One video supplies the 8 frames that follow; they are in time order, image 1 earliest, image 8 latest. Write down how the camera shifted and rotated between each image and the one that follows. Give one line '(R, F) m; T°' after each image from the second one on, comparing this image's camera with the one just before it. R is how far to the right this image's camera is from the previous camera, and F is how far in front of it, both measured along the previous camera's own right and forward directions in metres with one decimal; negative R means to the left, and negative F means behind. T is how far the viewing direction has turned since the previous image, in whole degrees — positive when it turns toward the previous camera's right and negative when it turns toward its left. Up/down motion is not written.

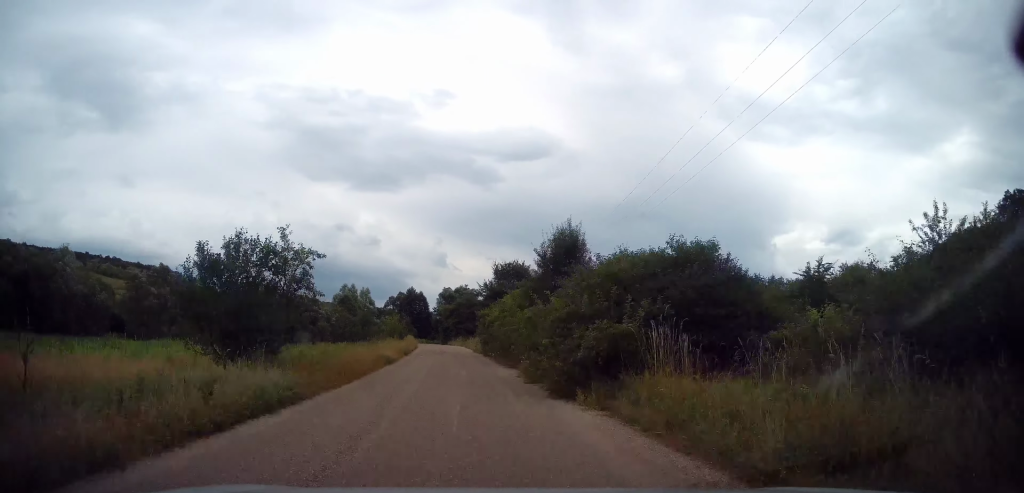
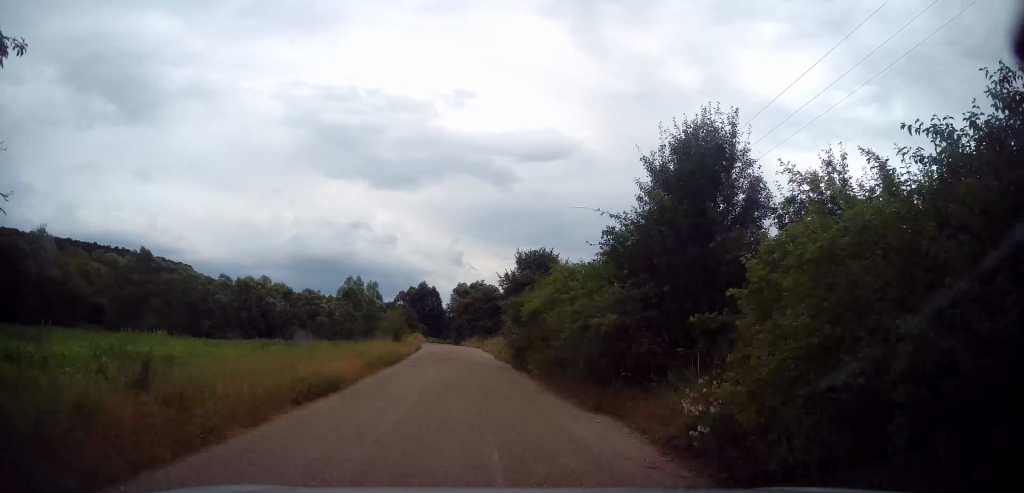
(0.0, +10.1) m; -4°
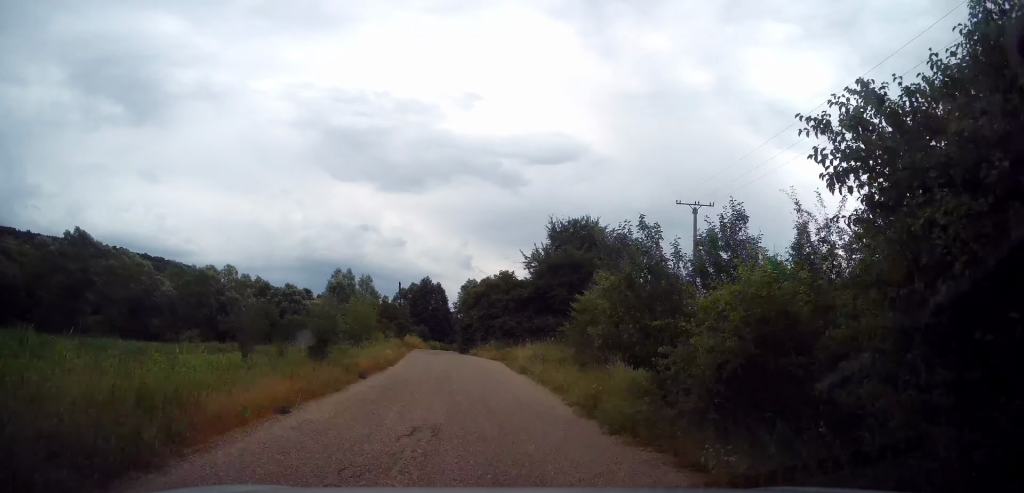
(-1.5, +17.5) m; -9°
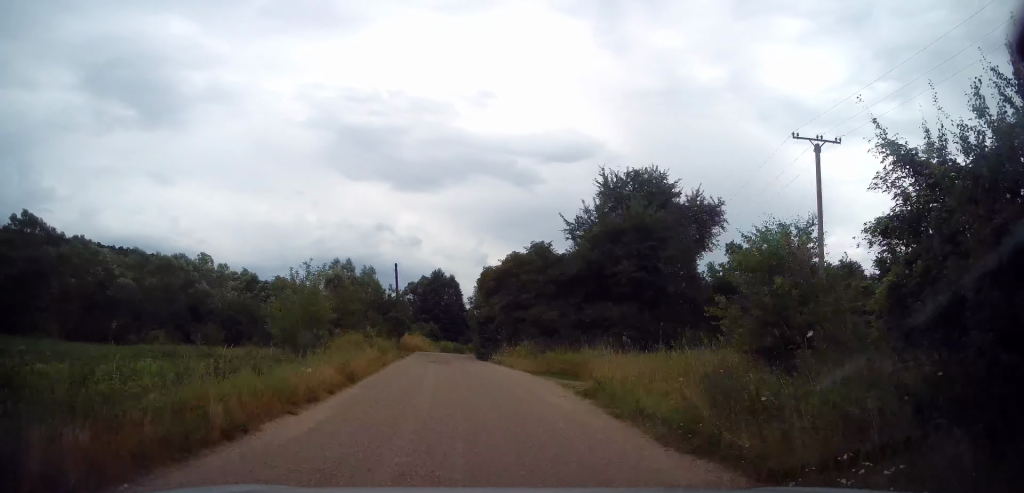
(-0.8, +14.1) m; -3°
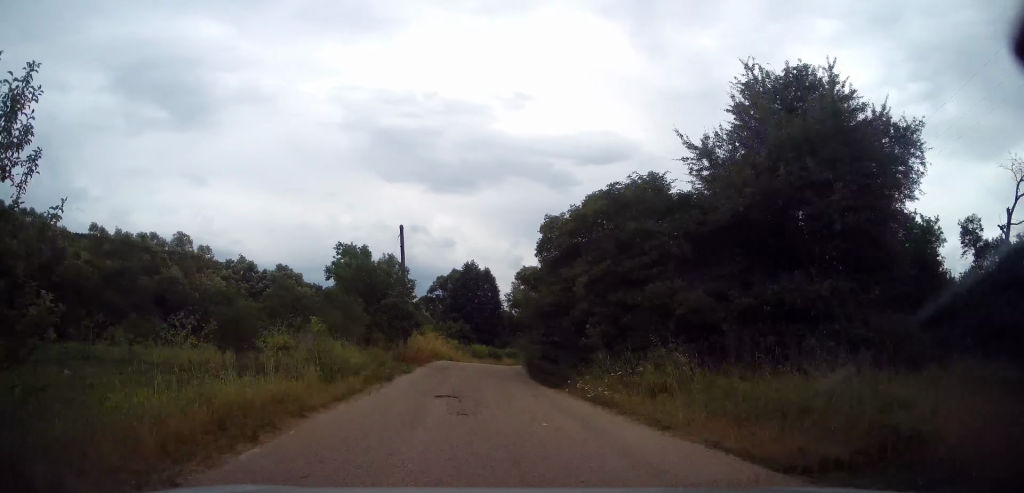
(0.0, +16.9) m; +9°
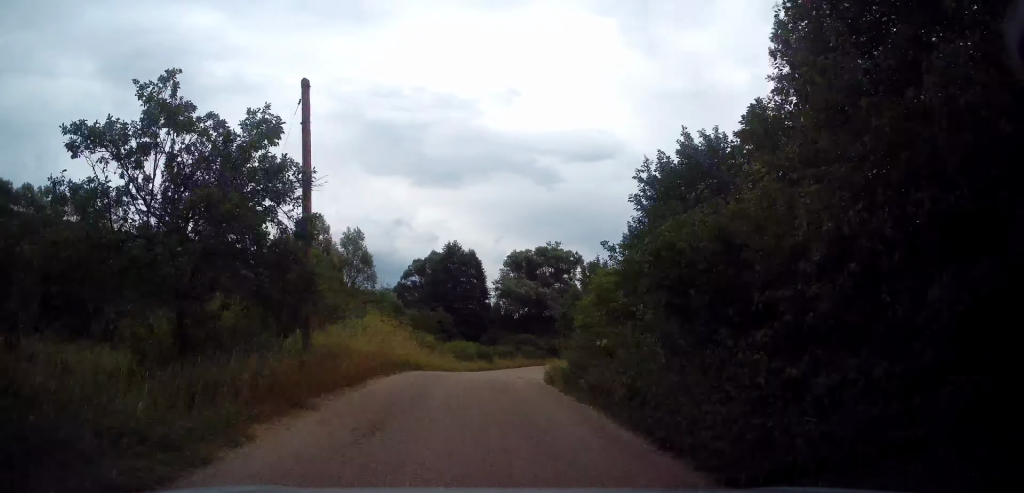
(+2.5, +17.6) m; +10°
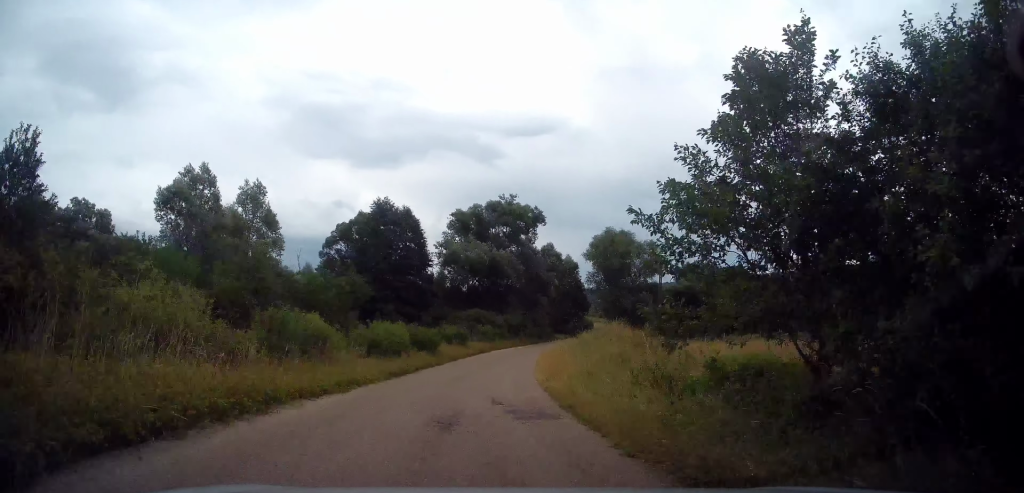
(+1.6, +19.3) m; +5°
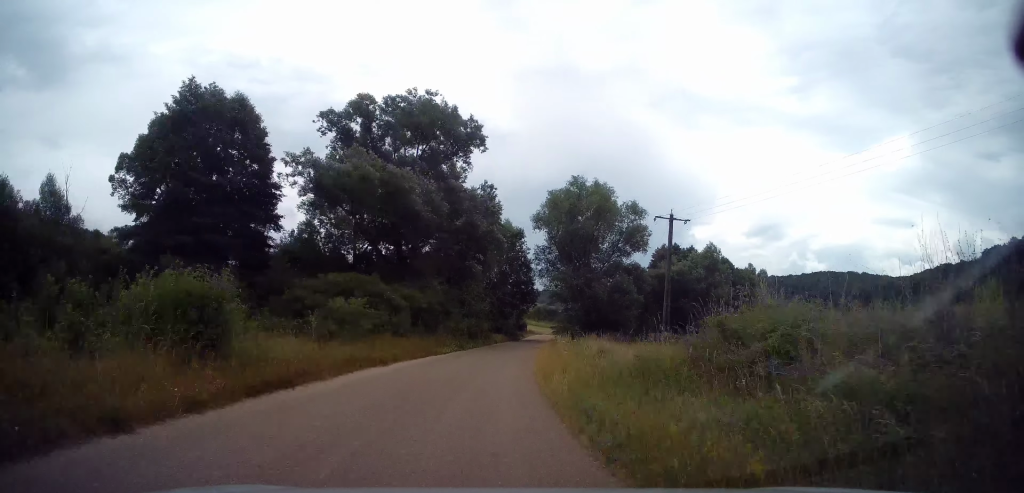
(+0.4, +33.7) m; +4°
